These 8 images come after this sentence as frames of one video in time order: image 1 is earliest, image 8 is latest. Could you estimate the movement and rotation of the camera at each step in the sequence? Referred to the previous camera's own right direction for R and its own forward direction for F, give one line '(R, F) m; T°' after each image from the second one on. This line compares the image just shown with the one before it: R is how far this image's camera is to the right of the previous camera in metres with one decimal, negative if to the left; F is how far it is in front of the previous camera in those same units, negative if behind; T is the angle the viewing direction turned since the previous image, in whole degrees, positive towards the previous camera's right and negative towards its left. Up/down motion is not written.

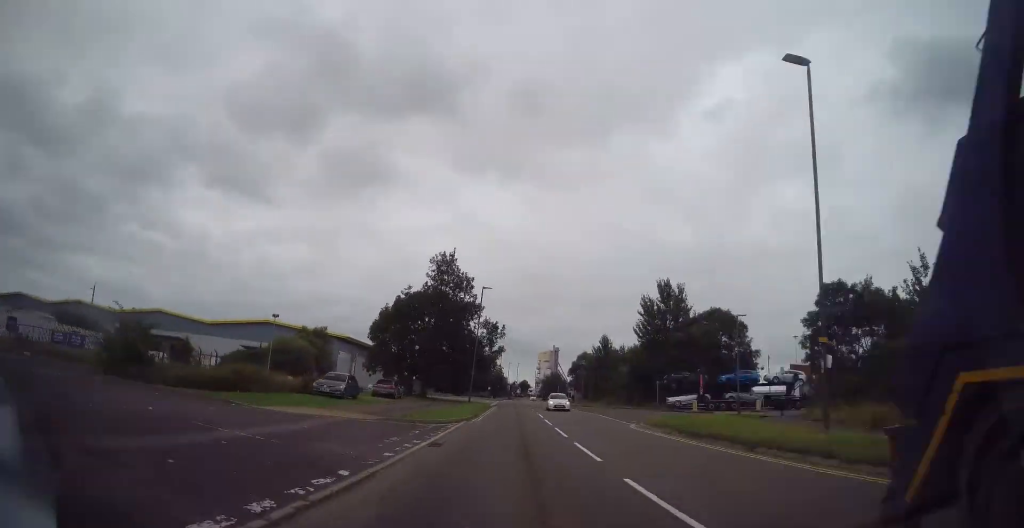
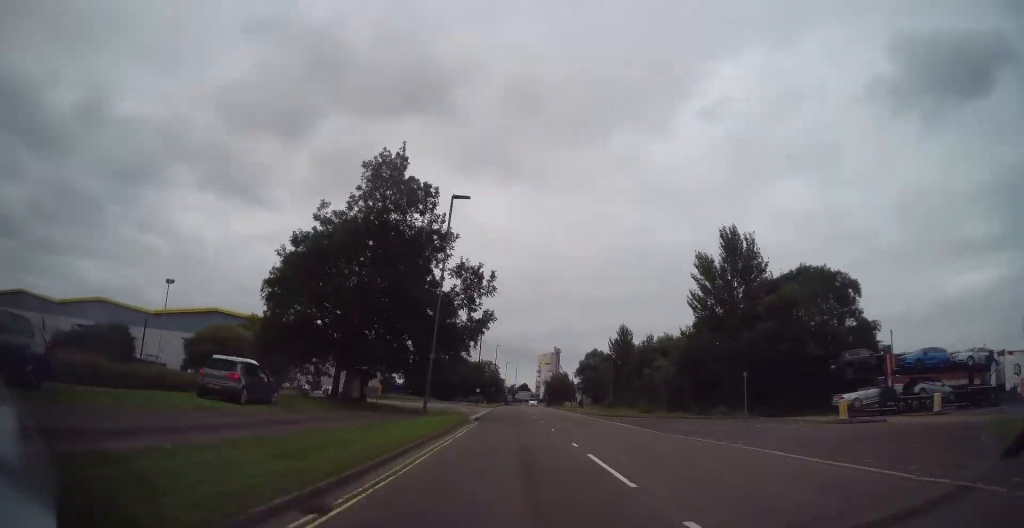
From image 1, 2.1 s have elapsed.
(+0.3, +23.0) m; 0°
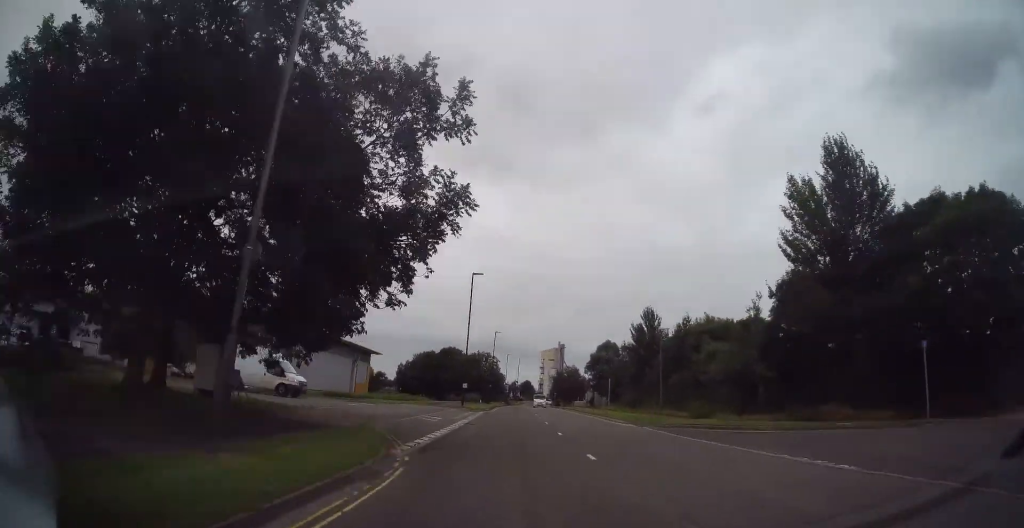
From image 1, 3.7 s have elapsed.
(-0.3, +17.0) m; 0°
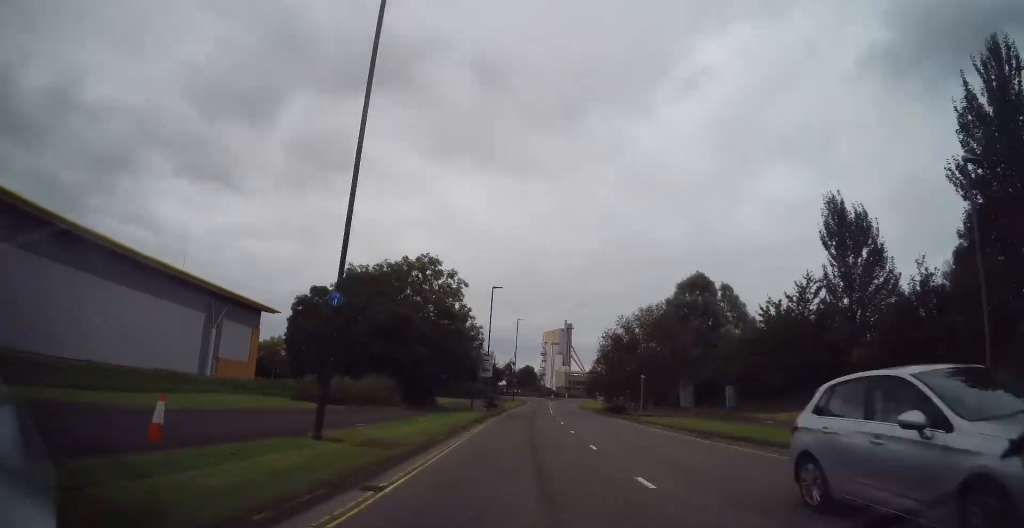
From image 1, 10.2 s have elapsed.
(+0.4, +66.3) m; +2°
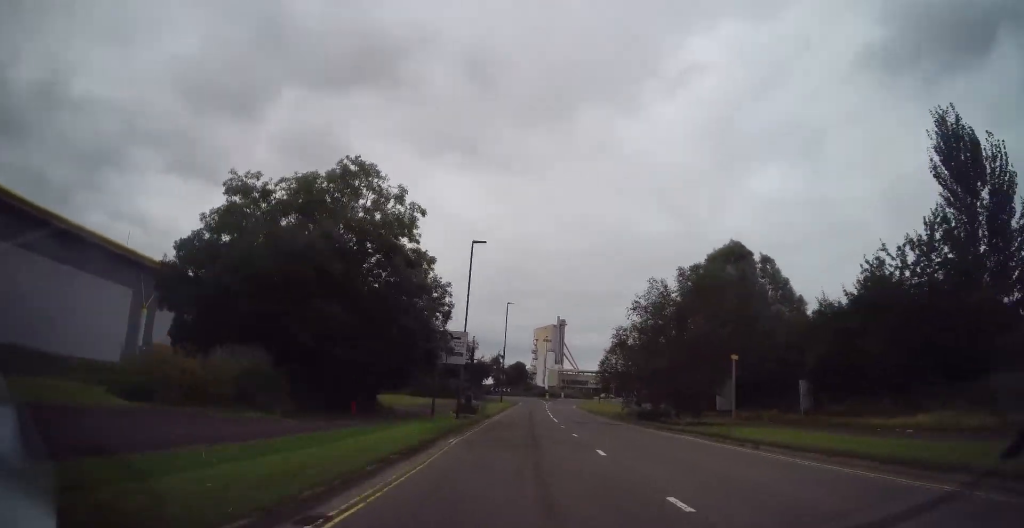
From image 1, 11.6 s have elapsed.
(+0.1, +13.3) m; +1°
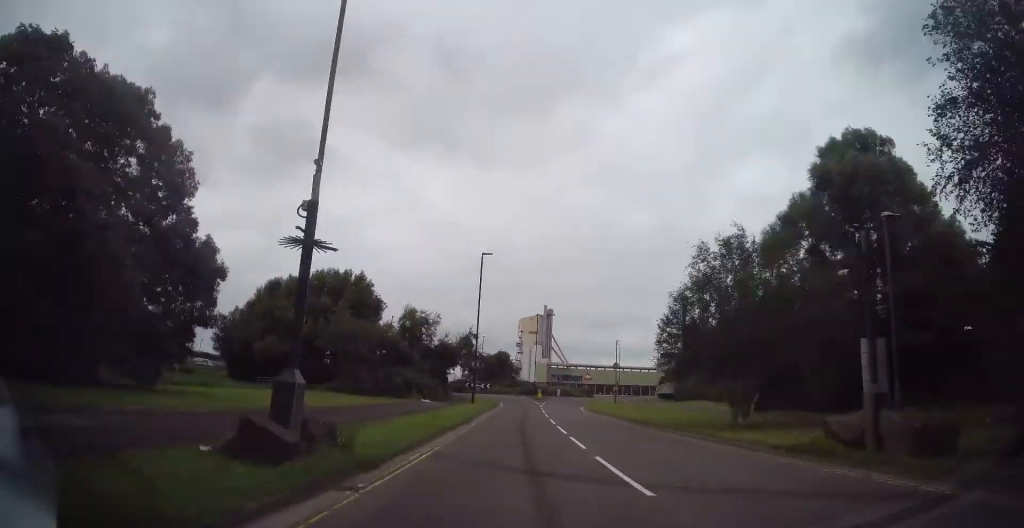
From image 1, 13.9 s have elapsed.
(+0.5, +20.6) m; +1°
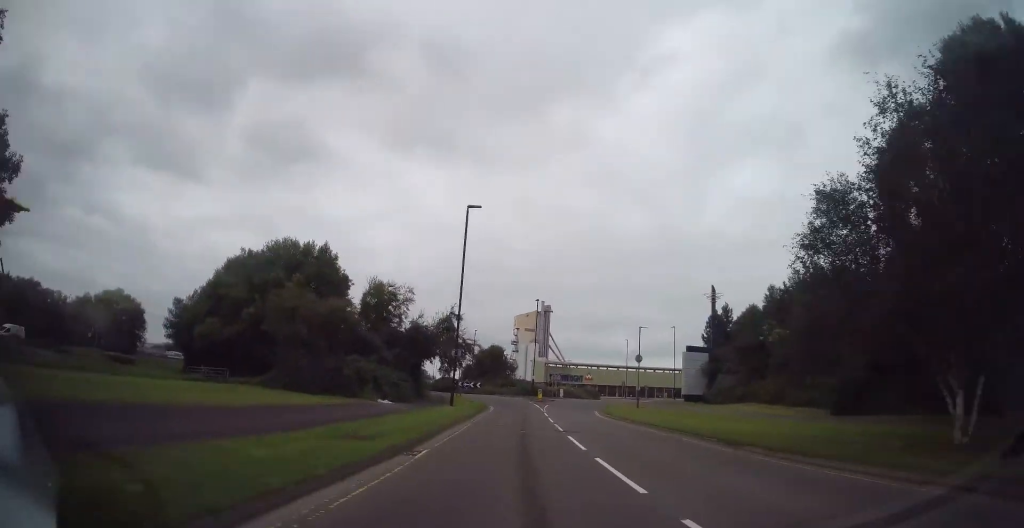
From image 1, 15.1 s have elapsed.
(0.0, +9.5) m; 0°
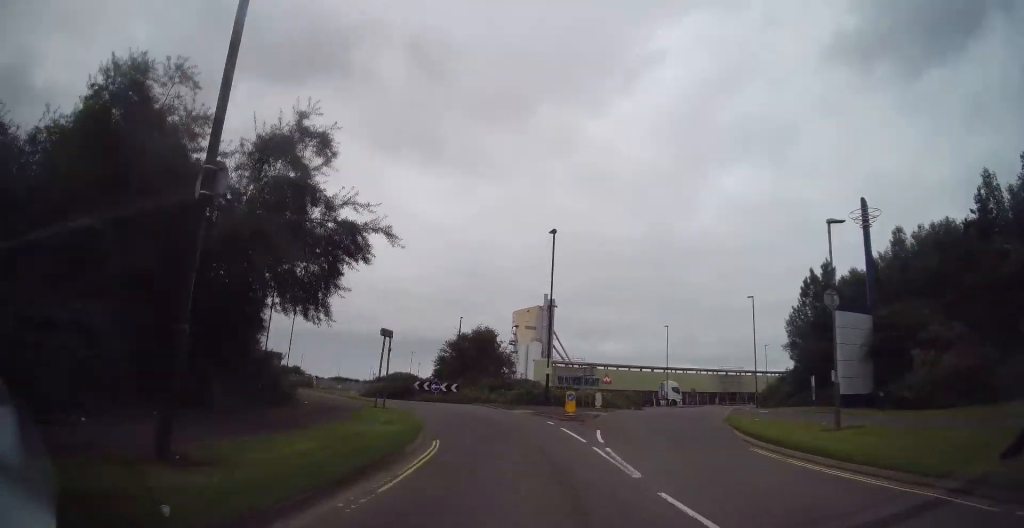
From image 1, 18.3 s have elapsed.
(-0.2, +23.0) m; -4°
